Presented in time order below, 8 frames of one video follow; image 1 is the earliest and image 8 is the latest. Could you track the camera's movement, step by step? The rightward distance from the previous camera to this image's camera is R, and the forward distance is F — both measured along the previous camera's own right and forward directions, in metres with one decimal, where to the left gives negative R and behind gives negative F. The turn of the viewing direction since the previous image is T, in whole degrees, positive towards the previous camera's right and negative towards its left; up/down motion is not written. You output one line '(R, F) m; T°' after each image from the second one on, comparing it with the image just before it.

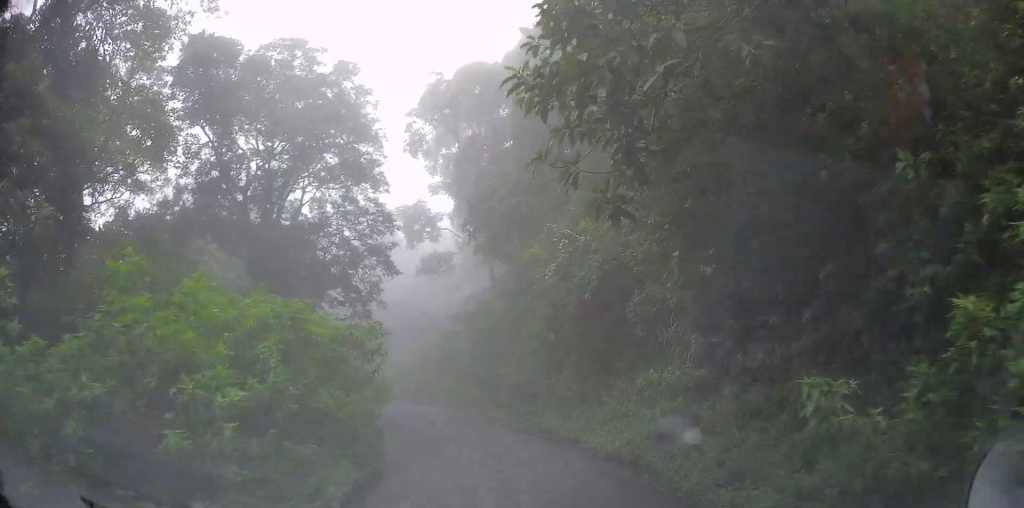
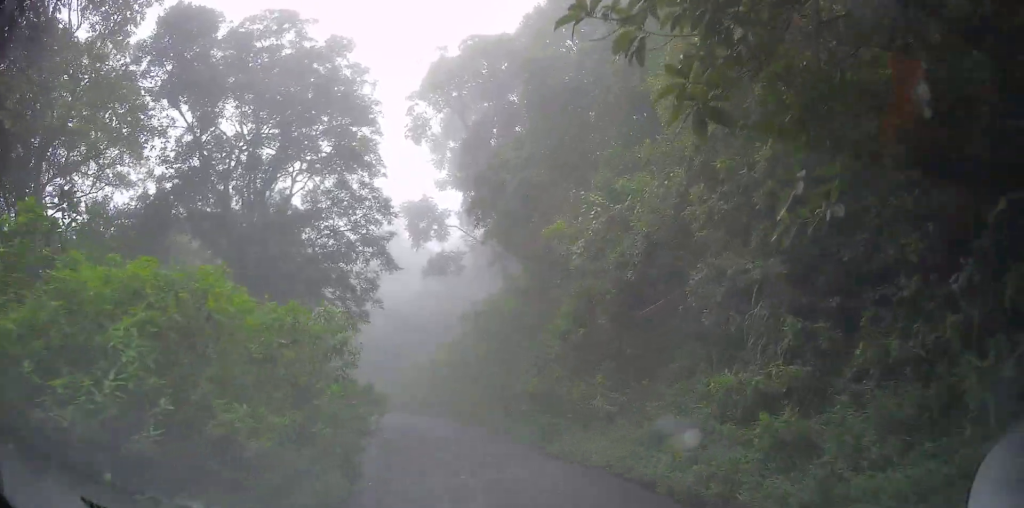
(0.0, +2.8) m; 0°
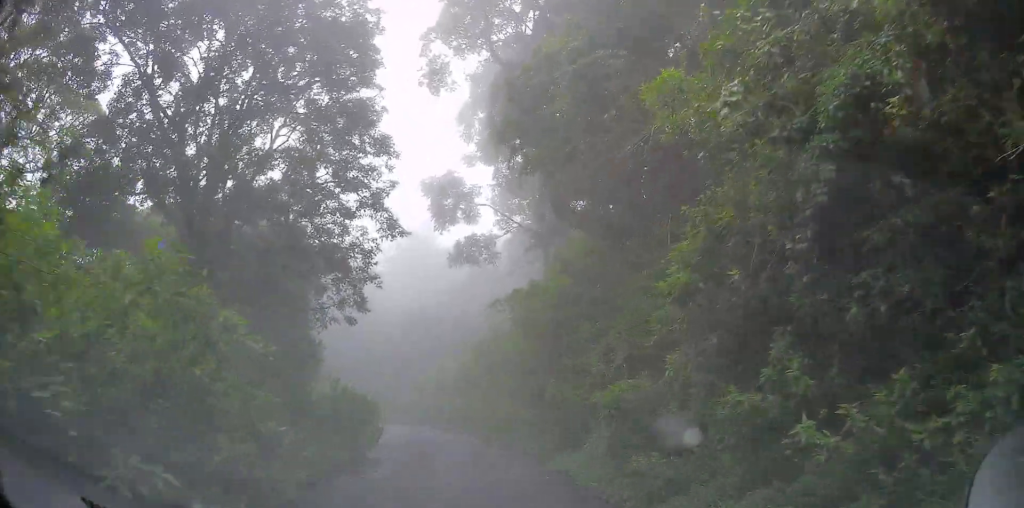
(0.0, +5.8) m; +1°
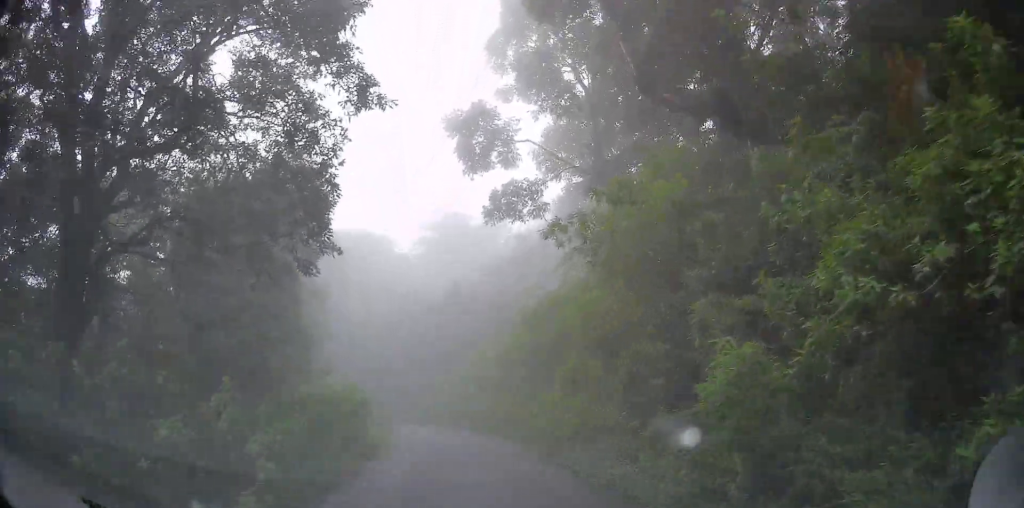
(0.0, +6.6) m; -4°
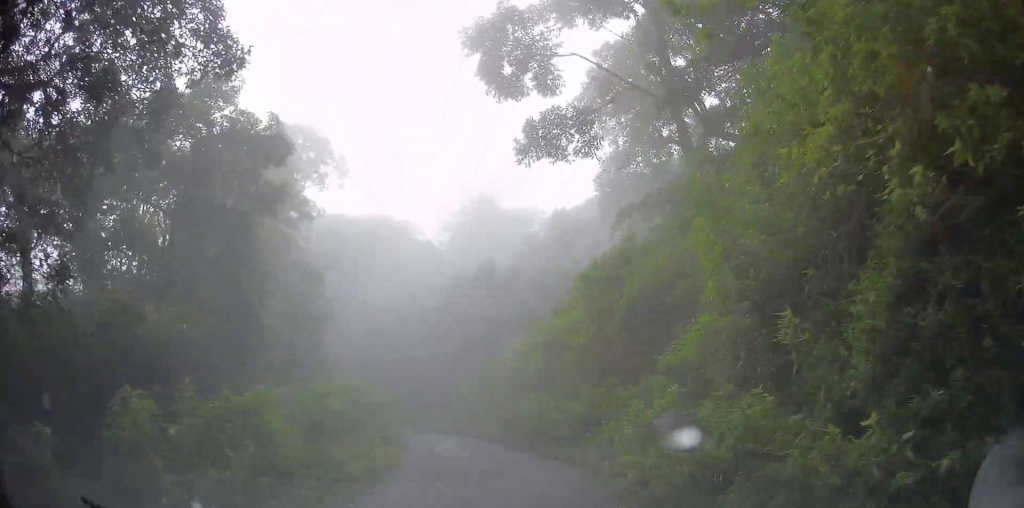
(-0.4, +6.2) m; -2°
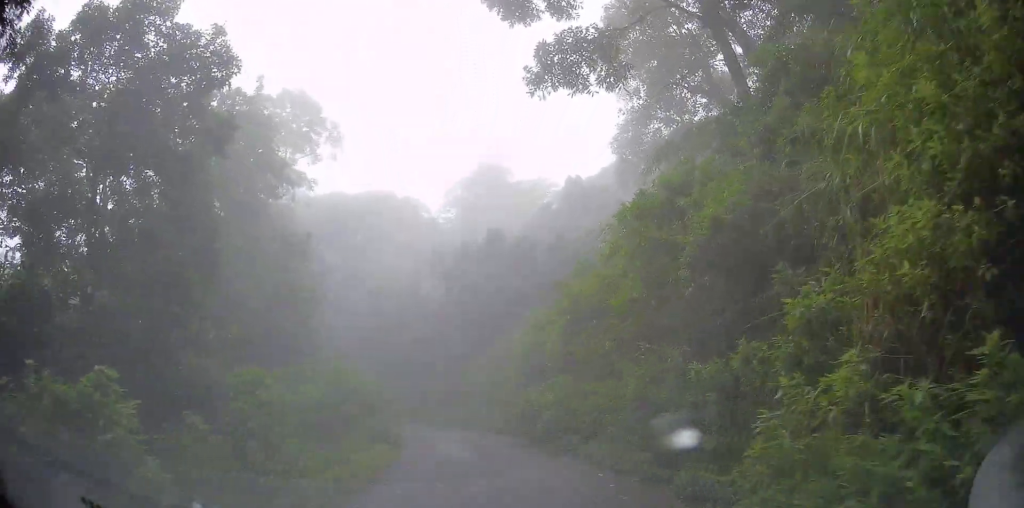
(+0.1, +3.4) m; +1°
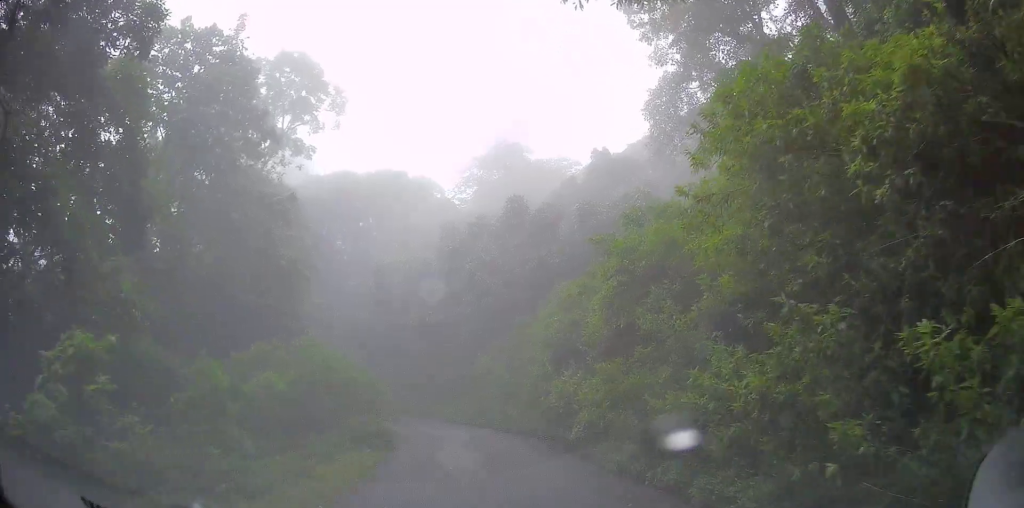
(0.0, +3.5) m; -4°
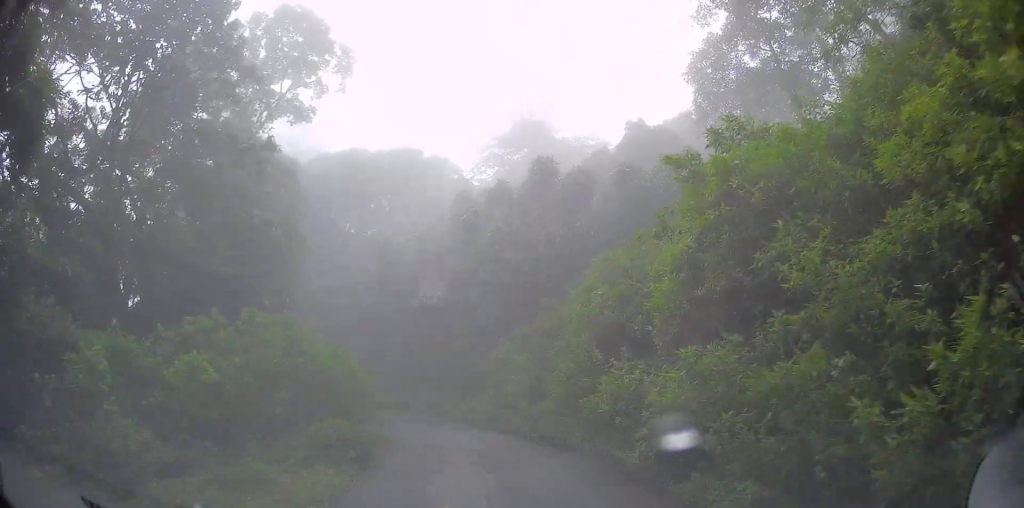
(-0.1, +3.7) m; -5°
